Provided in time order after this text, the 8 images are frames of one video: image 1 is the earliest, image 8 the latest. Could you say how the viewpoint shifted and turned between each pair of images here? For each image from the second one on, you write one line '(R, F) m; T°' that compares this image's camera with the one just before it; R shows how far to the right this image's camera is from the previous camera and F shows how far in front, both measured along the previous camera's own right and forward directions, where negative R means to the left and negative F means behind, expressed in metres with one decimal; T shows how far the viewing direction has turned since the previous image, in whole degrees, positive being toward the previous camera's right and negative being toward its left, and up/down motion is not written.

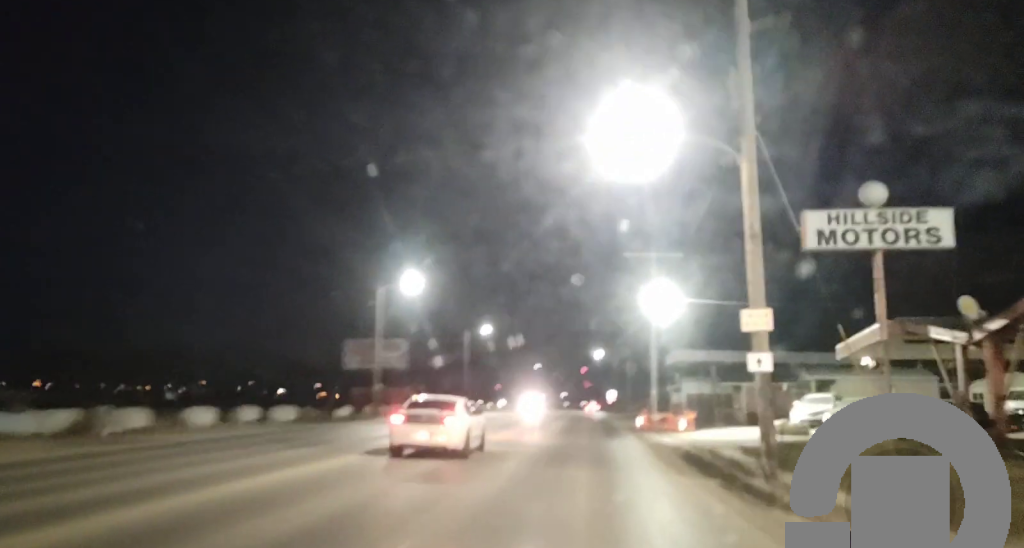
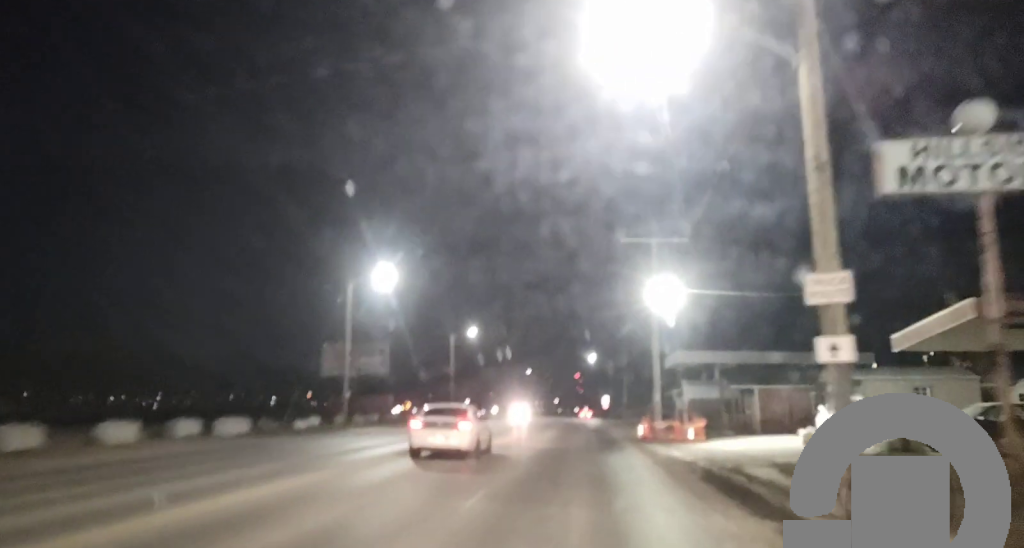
(0.0, +6.1) m; 0°
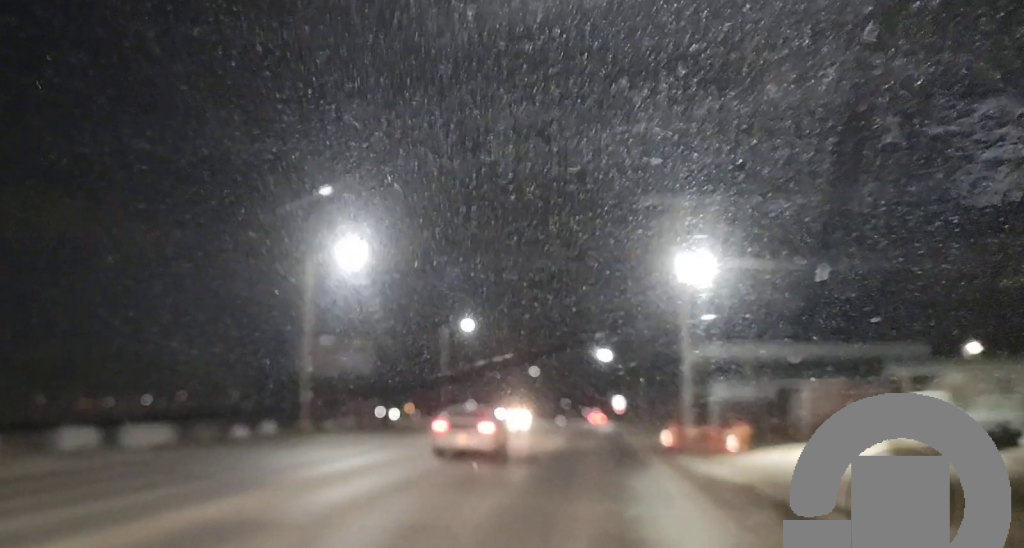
(0.0, +6.9) m; 0°
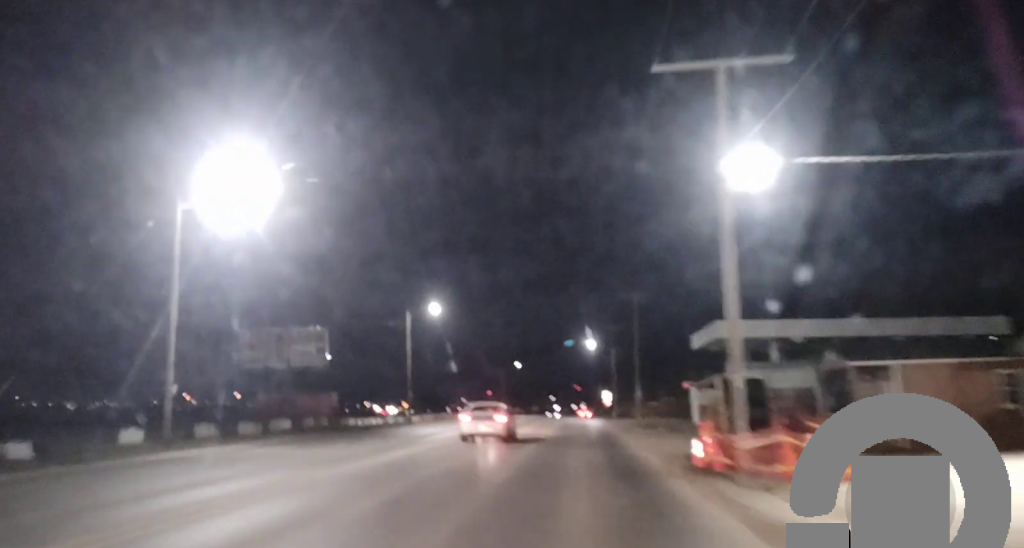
(+0.2, +13.8) m; -1°
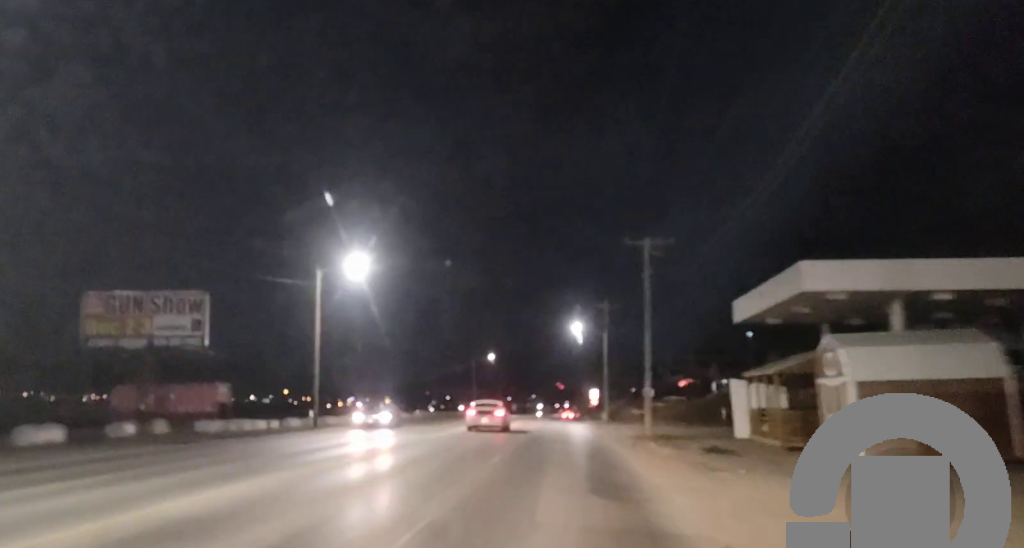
(-0.3, +20.7) m; -1°
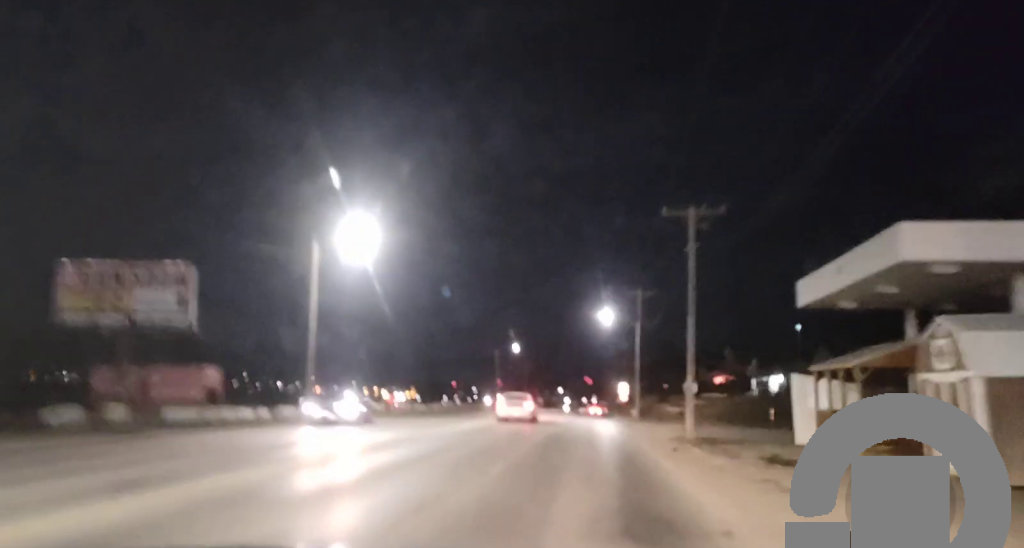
(+0.1, +5.4) m; 0°
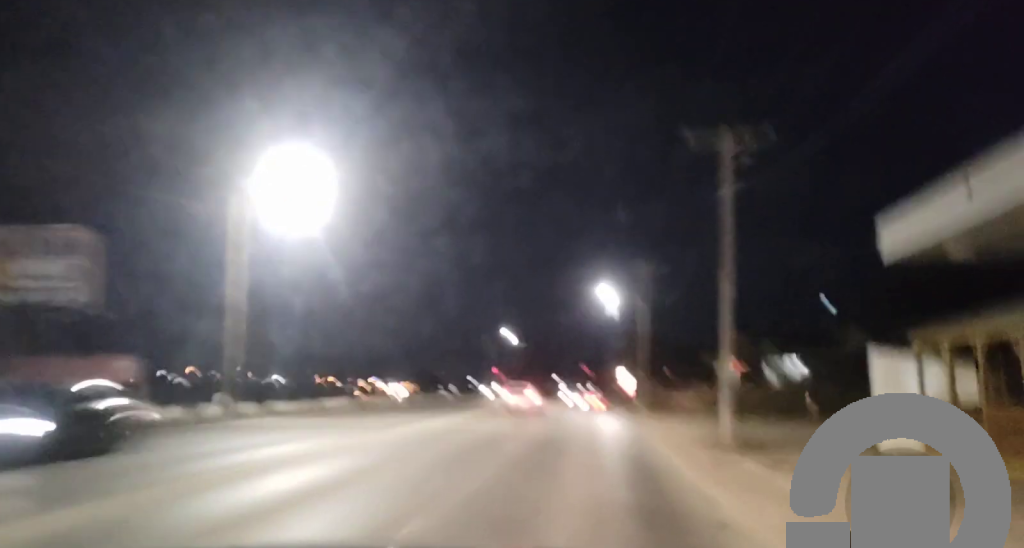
(-0.1, +9.2) m; -1°
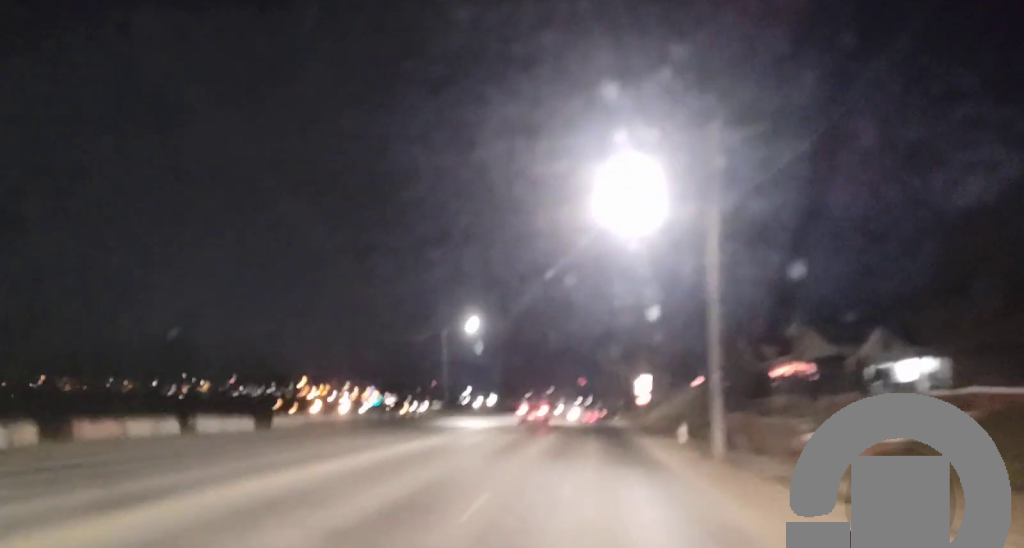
(-0.2, +32.0) m; +1°
